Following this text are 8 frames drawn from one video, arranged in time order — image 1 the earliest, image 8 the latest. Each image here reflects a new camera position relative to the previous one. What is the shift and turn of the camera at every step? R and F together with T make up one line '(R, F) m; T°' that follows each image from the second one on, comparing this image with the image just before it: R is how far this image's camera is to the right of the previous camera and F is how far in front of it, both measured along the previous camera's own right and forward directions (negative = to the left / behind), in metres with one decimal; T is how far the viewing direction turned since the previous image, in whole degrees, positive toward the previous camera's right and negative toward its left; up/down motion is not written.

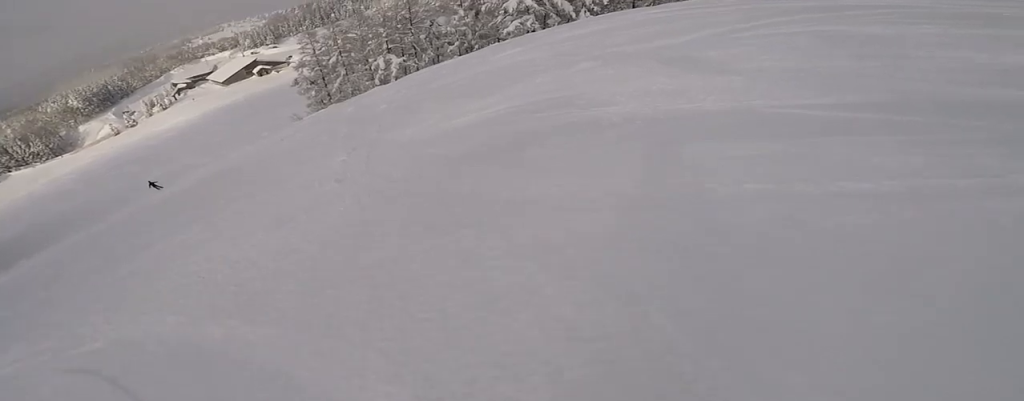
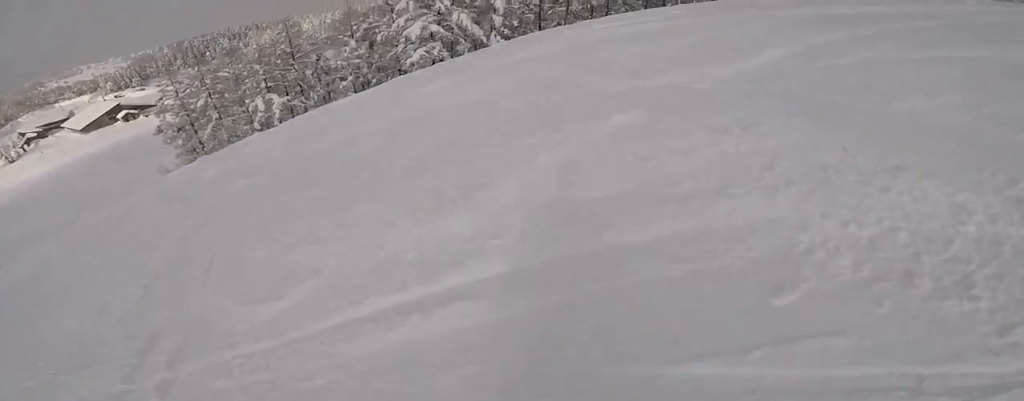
(+1.3, +3.3) m; +19°
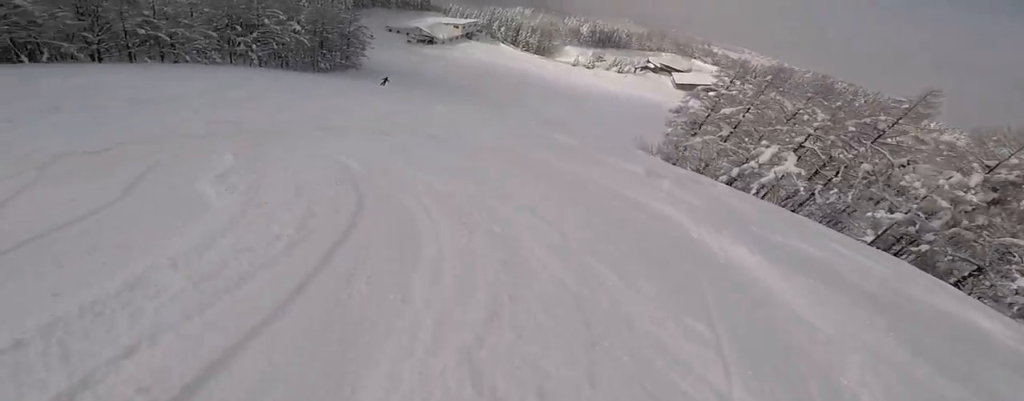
(-4.8, +12.3) m; -65°
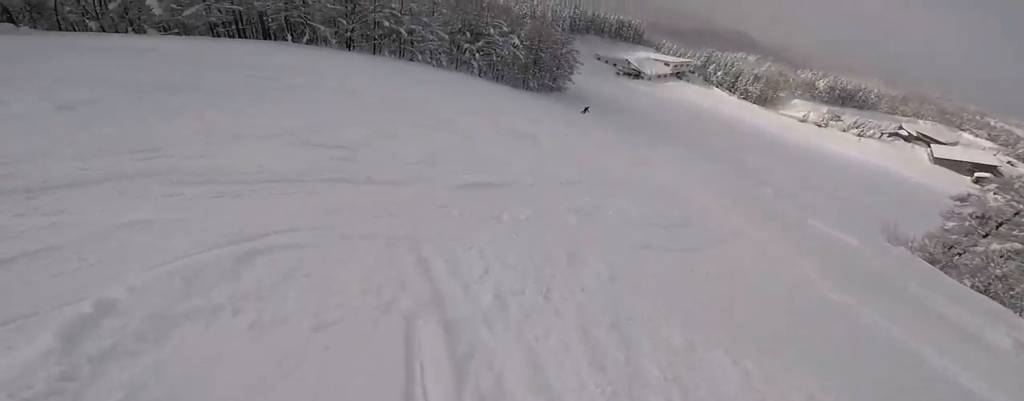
(-0.8, +4.2) m; -25°
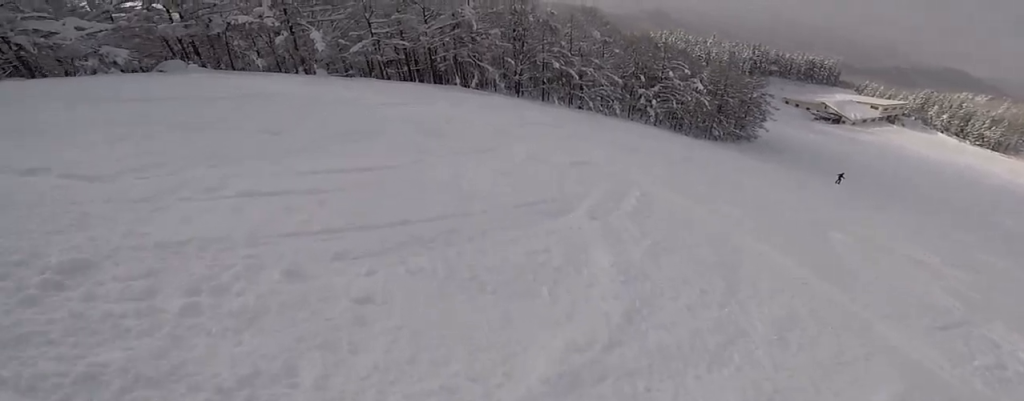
(-1.8, +6.2) m; -20°
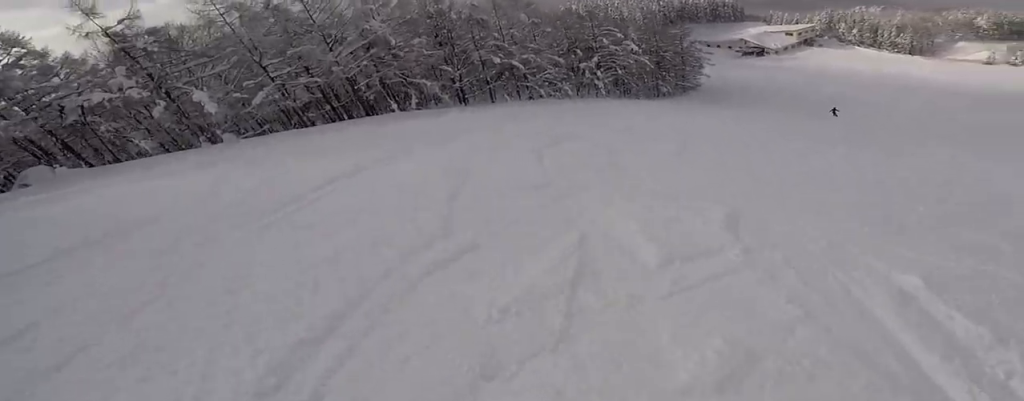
(-0.7, +3.8) m; +5°
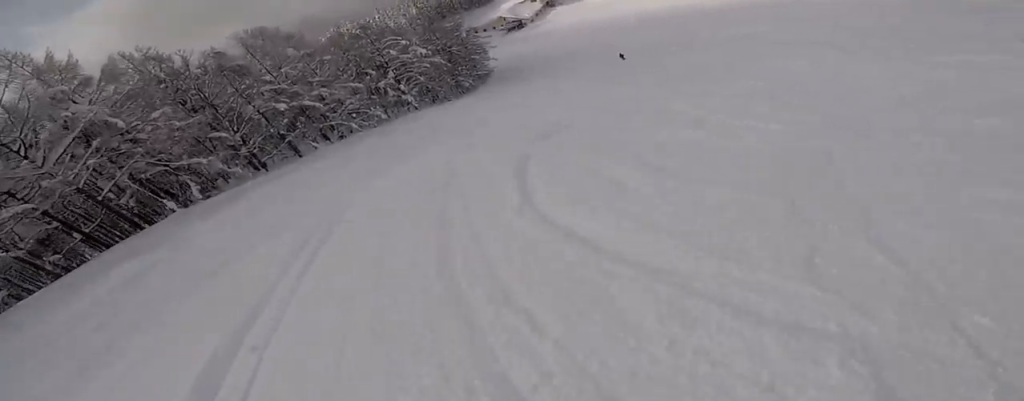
(+0.7, +4.6) m; +22°
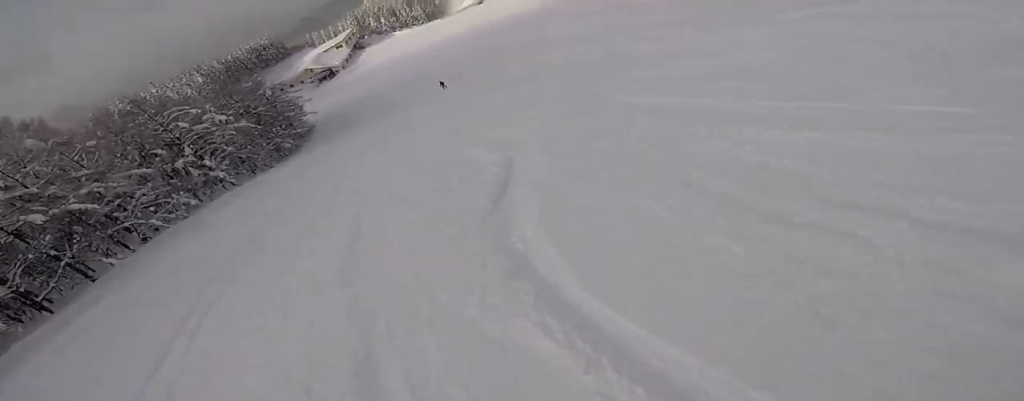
(-0.2, +3.6) m; +21°
